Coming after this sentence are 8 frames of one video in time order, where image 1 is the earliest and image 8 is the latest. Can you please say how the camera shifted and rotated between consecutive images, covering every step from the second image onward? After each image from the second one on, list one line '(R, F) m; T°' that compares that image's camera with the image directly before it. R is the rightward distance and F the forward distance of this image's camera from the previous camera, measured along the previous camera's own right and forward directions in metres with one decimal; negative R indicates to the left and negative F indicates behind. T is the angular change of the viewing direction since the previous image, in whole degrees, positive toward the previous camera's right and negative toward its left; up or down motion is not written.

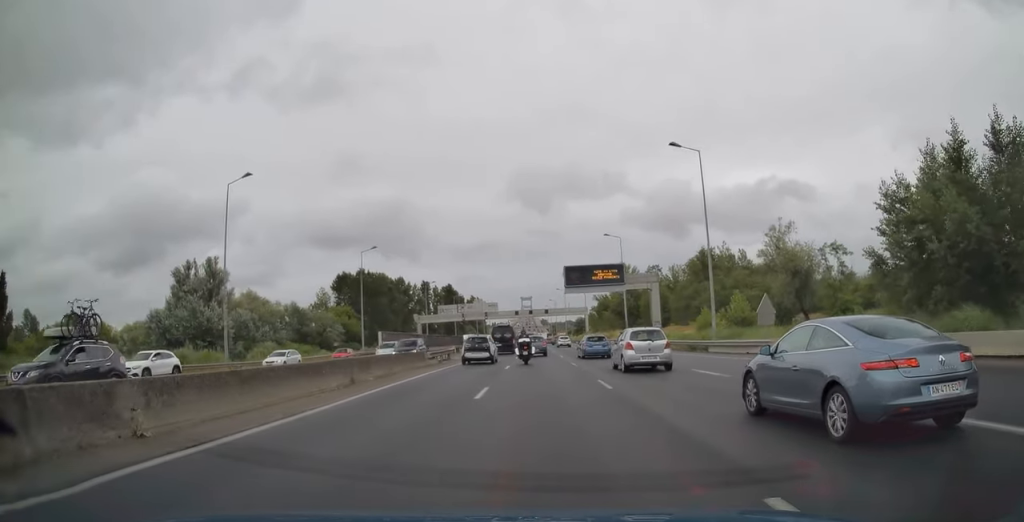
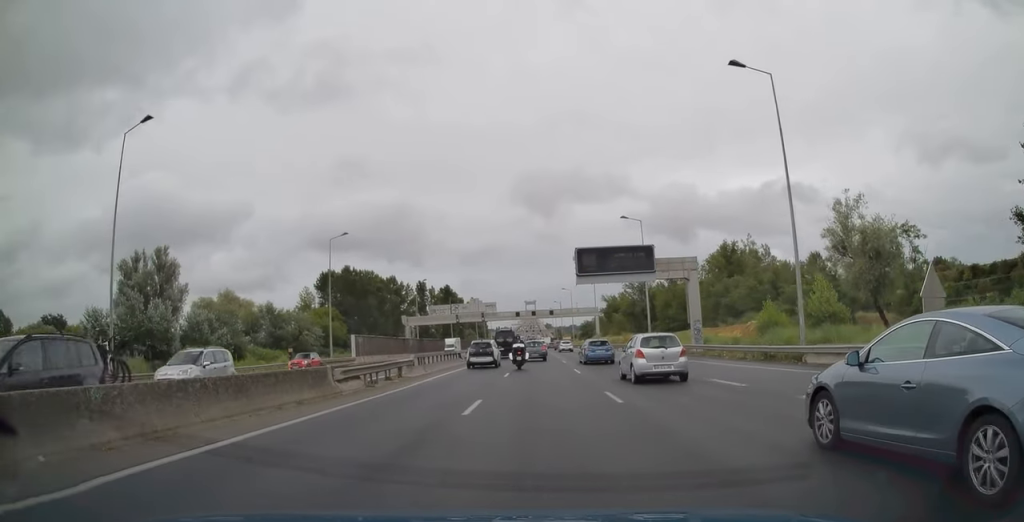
(-0.1, +15.0) m; 0°
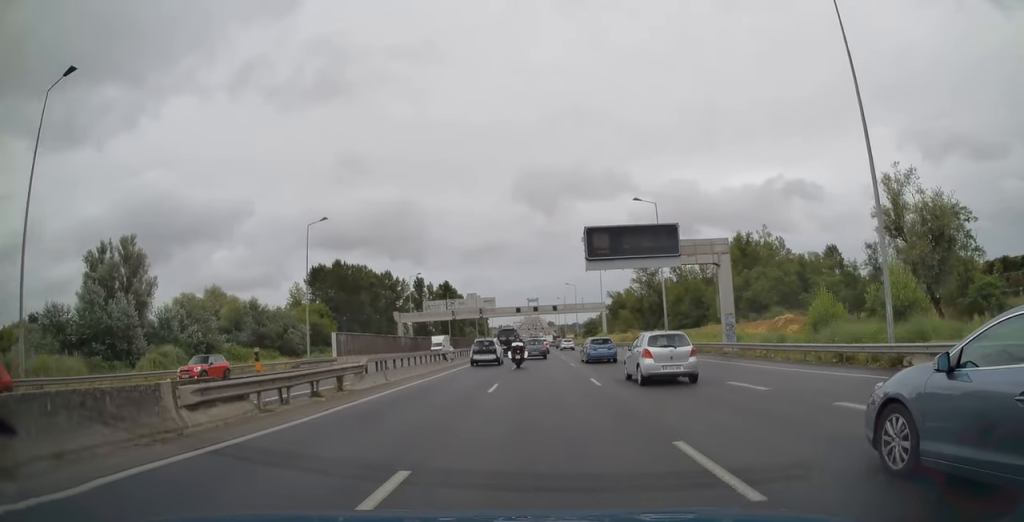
(+0.2, +8.1) m; 0°
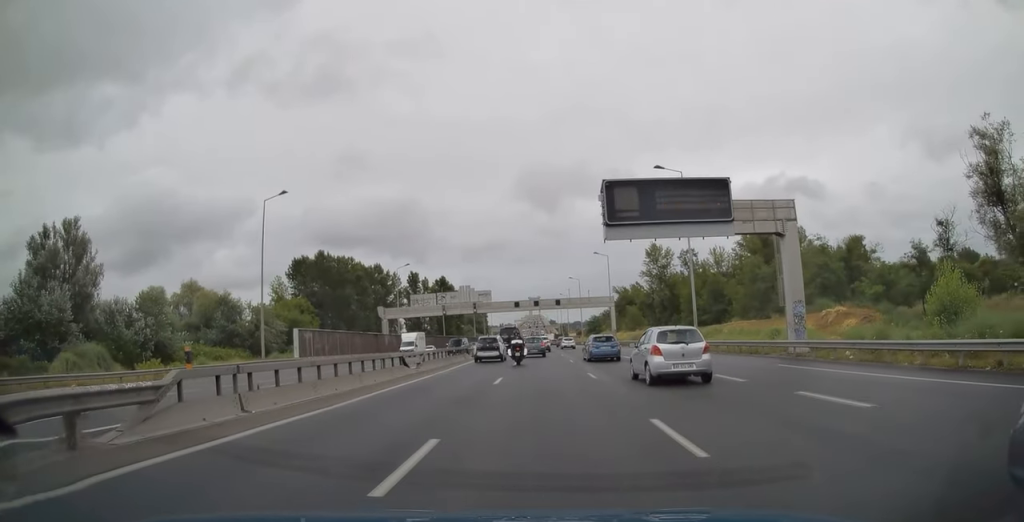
(0.0, +11.3) m; 0°
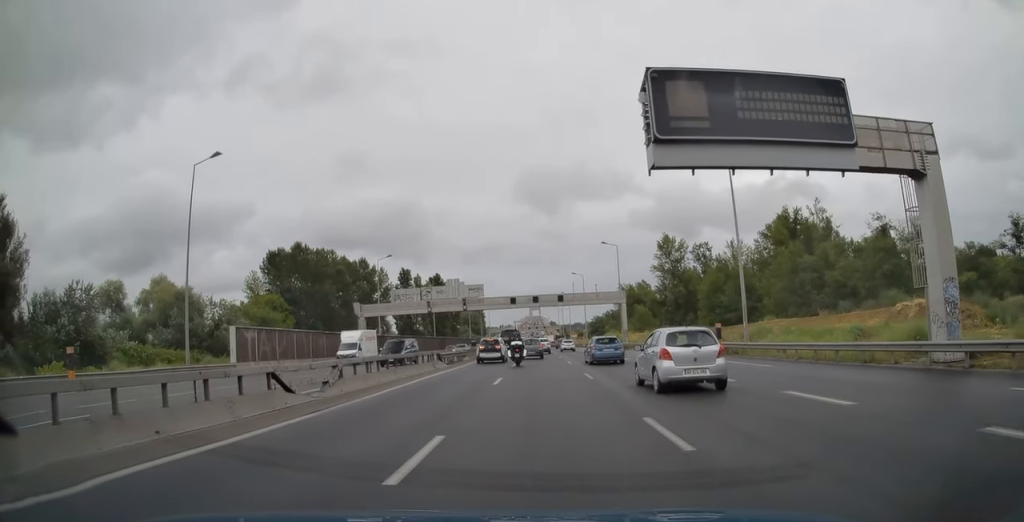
(-0.2, +12.5) m; -1°
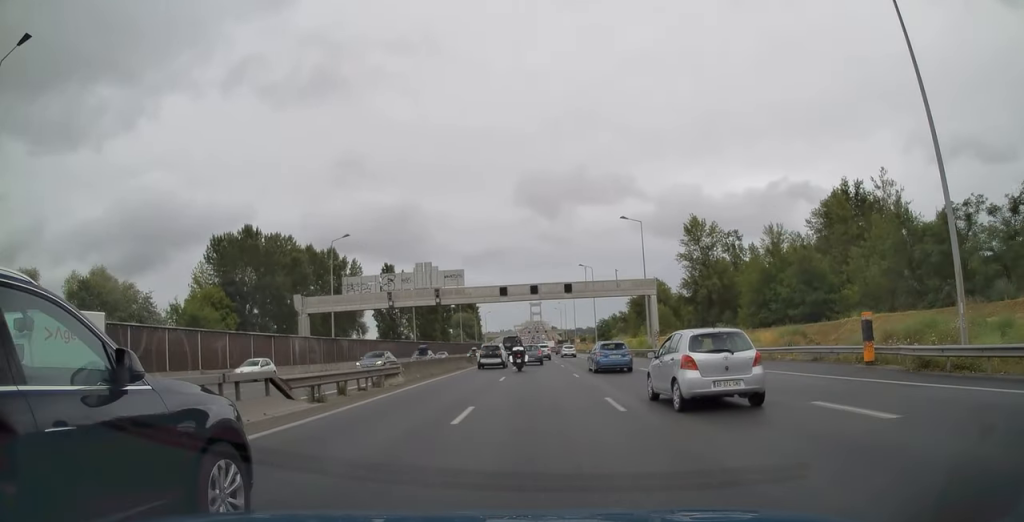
(+0.1, +21.1) m; 0°
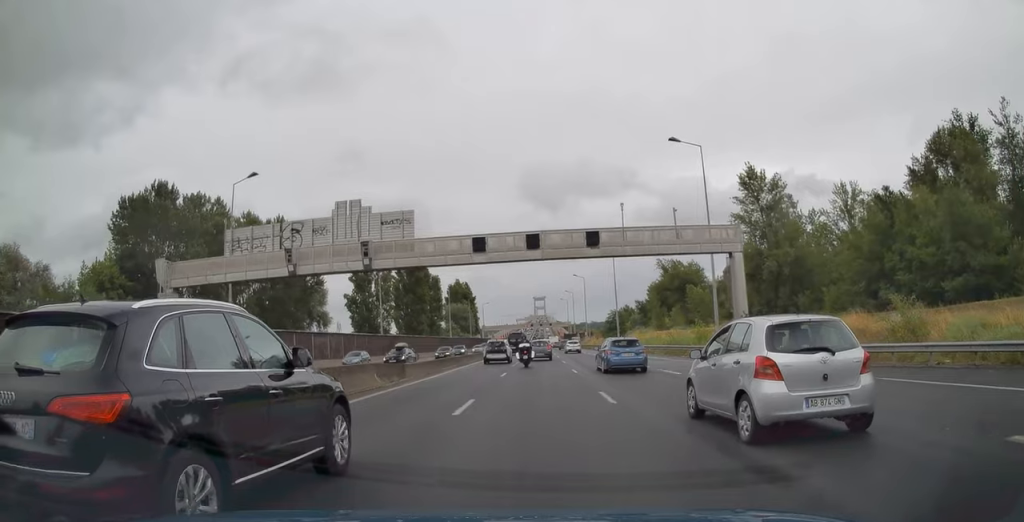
(-0.1, +25.0) m; +1°
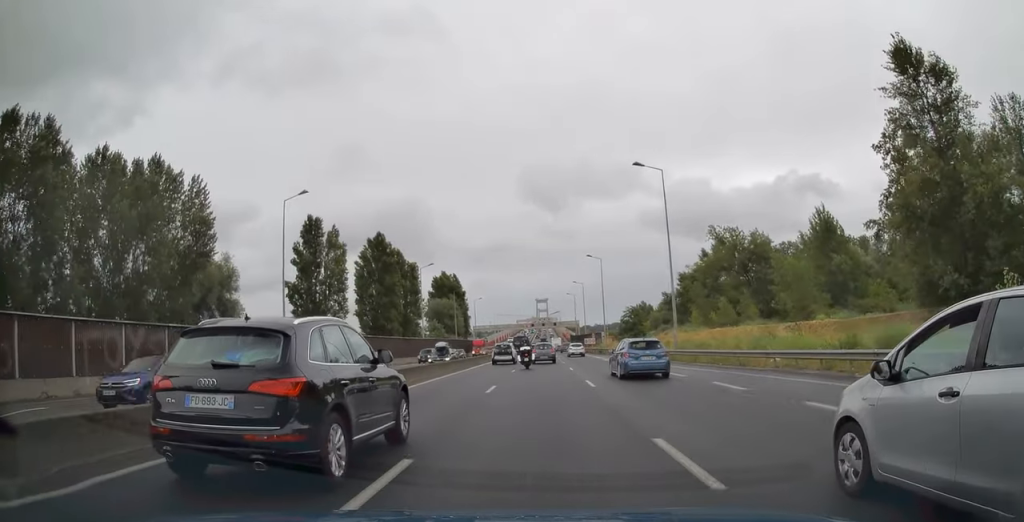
(+0.3, +33.0) m; 0°
